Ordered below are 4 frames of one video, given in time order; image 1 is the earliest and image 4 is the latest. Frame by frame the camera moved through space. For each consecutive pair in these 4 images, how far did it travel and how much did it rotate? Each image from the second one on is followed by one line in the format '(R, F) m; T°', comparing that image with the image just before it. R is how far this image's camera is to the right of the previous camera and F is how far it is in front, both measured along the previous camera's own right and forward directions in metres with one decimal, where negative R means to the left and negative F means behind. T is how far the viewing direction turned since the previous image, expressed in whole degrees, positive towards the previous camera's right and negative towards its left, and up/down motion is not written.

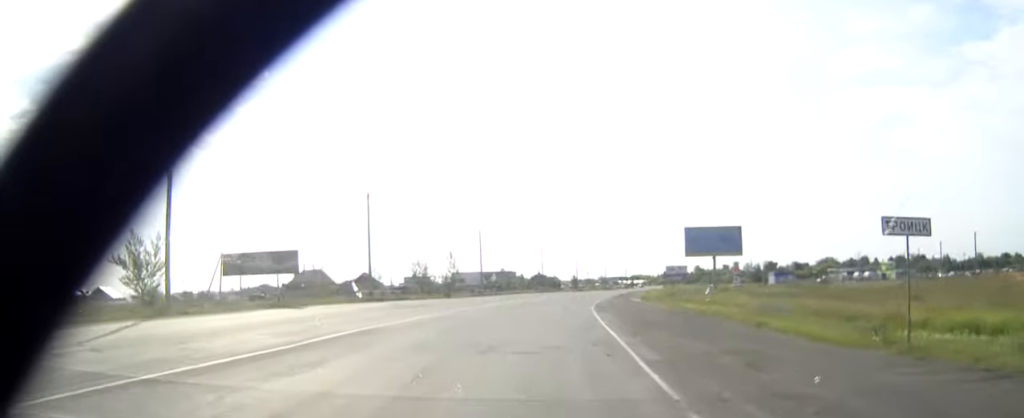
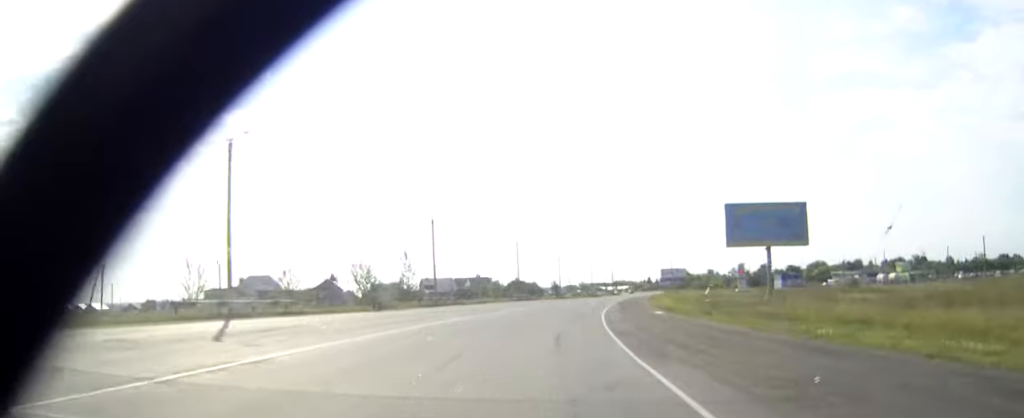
(+0.5, +24.5) m; +2°
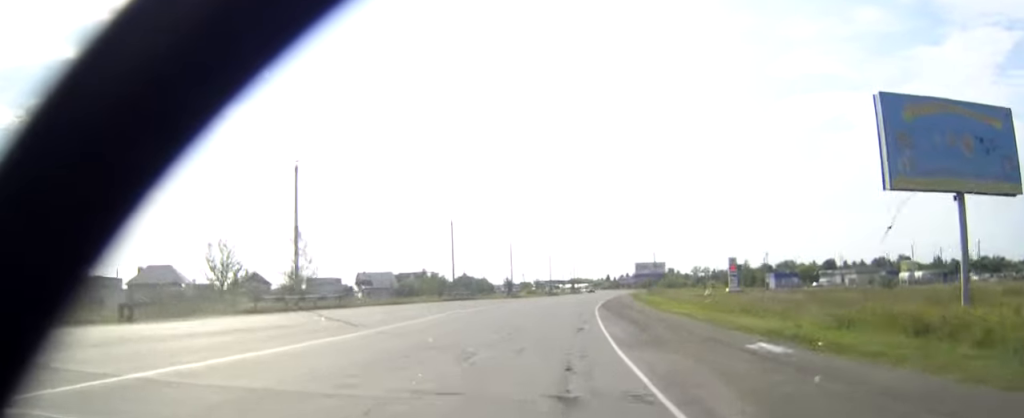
(+0.7, +29.9) m; +3°
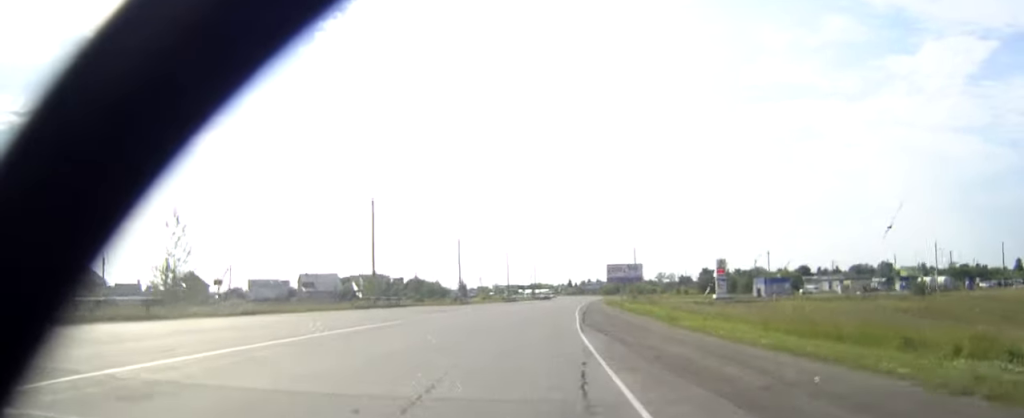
(+0.5, +20.8) m; +3°
